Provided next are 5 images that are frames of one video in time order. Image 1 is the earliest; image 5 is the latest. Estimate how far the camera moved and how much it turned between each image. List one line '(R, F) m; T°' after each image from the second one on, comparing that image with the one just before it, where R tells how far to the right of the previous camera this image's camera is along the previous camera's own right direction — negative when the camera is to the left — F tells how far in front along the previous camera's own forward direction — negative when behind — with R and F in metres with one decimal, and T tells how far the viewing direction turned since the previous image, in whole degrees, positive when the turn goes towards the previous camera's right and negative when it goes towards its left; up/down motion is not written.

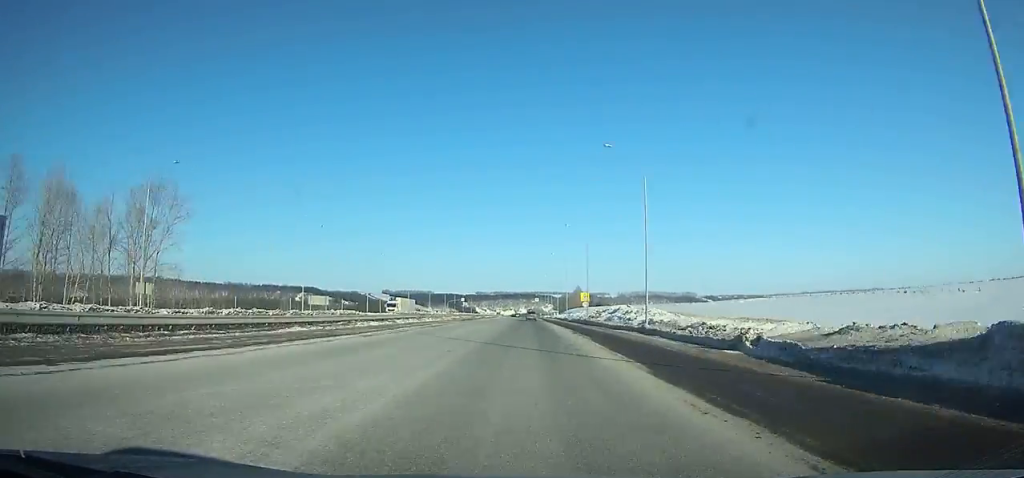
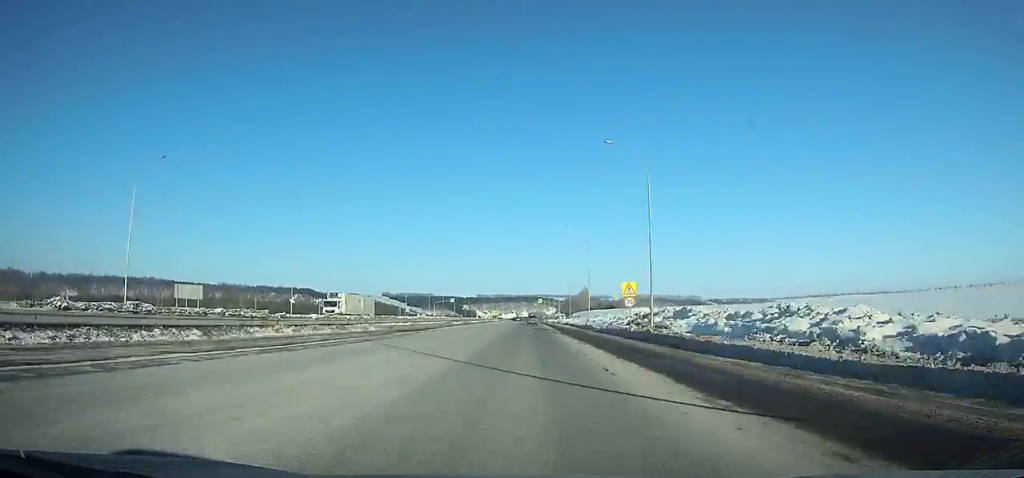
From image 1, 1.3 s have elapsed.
(-0.1, +34.9) m; 0°
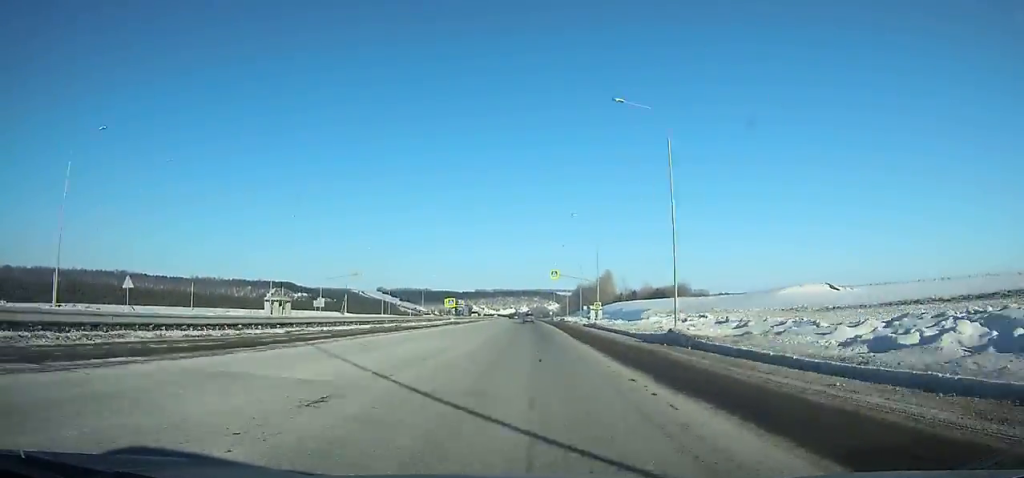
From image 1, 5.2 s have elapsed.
(0.0, +108.2) m; 0°
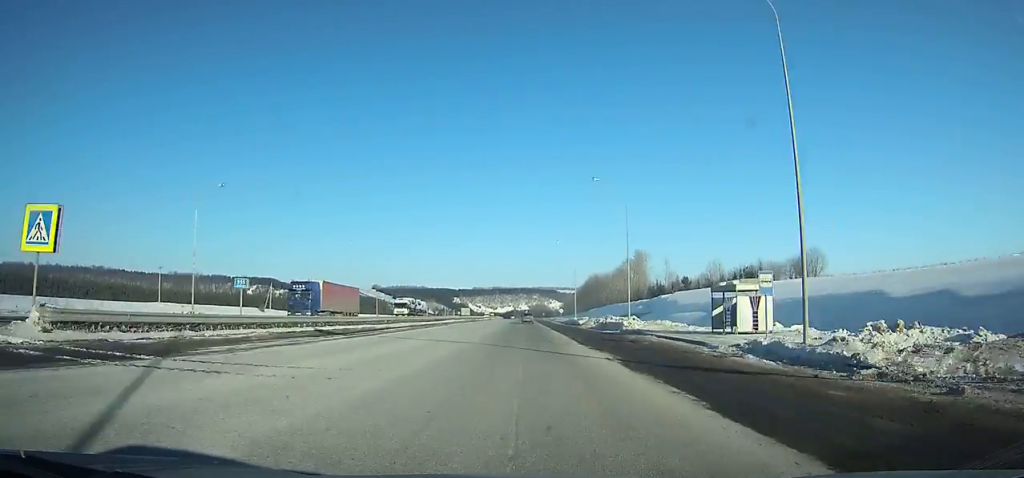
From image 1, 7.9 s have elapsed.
(+0.1, +76.3) m; 0°
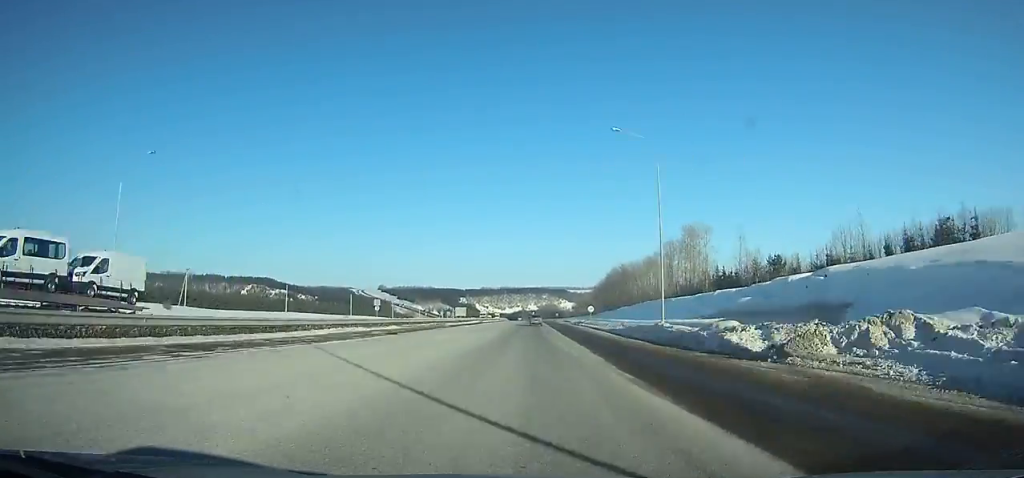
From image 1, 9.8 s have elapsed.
(0.0, +54.5) m; 0°
